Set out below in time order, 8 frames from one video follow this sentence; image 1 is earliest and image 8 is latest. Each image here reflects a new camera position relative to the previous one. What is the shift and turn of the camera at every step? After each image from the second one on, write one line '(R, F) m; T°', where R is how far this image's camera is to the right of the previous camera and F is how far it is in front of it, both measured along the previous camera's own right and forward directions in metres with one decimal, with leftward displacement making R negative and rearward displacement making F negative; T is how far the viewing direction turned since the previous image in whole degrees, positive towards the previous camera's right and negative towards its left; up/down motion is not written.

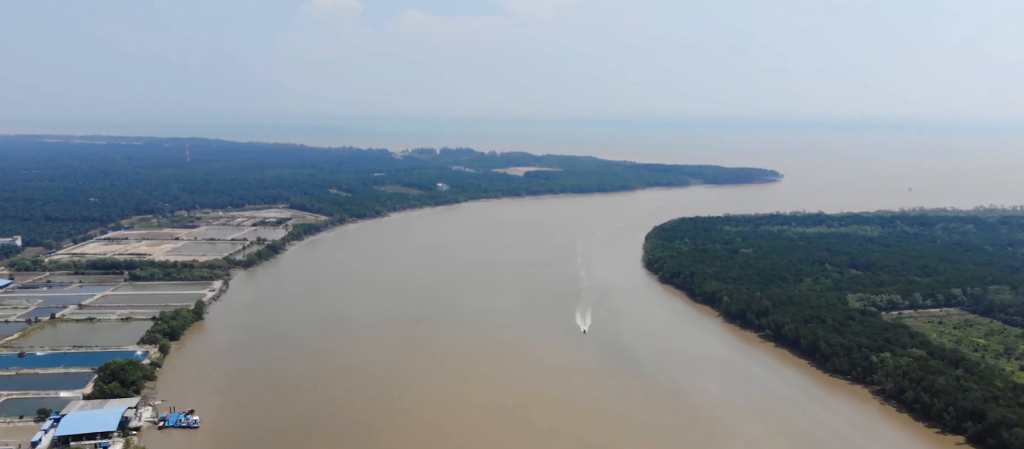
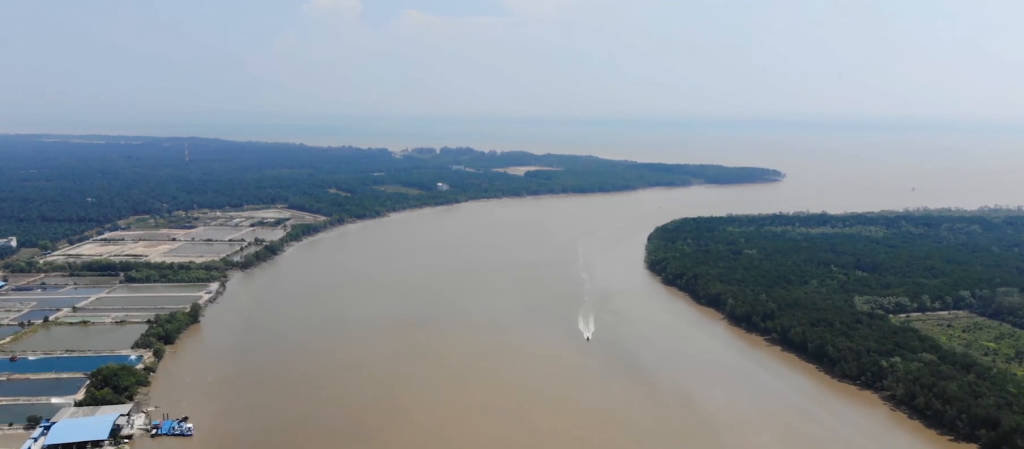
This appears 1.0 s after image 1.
(-0.1, +11.7) m; -1°
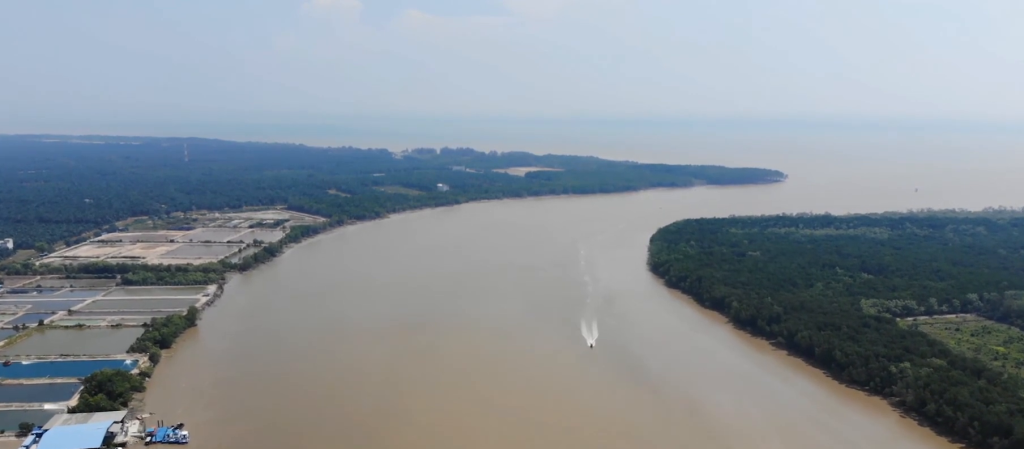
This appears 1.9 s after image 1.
(-0.1, +9.4) m; 0°
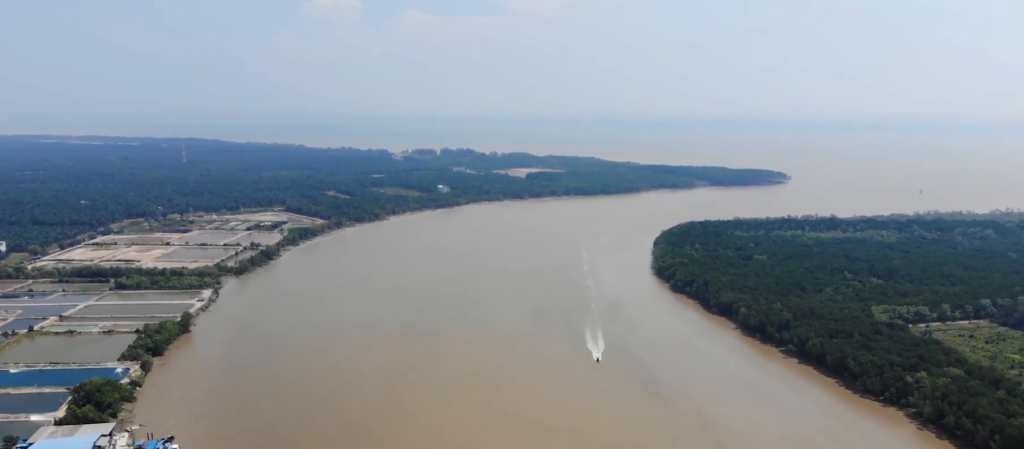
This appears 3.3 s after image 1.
(0.0, +16.1) m; 0°
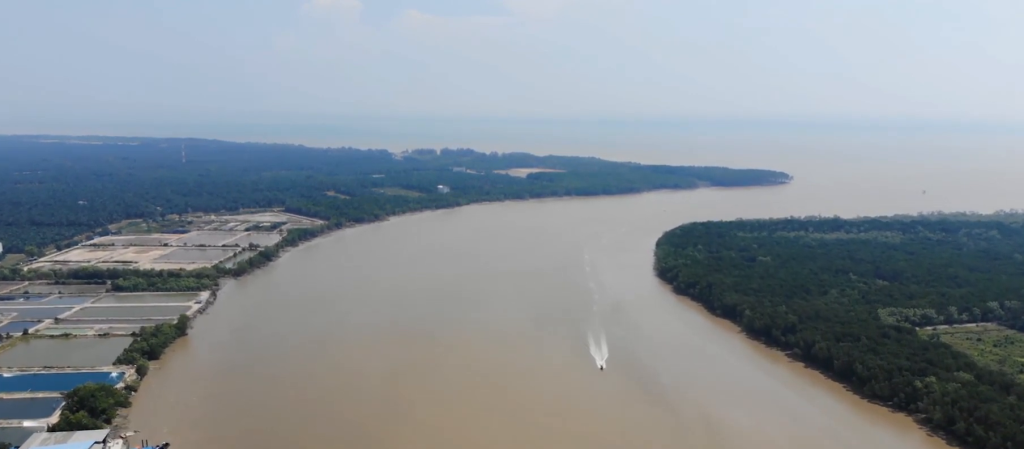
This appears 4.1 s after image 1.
(0.0, +8.5) m; 0°
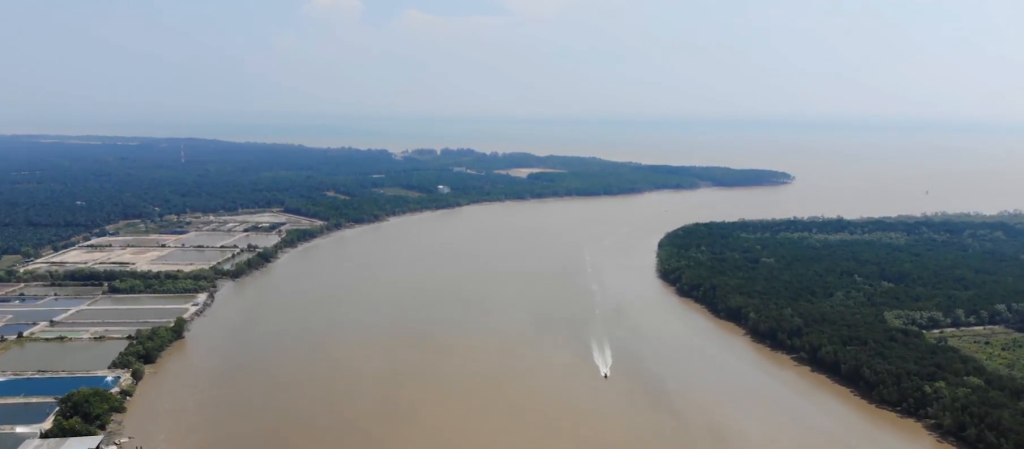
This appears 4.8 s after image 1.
(0.0, +8.4) m; 0°
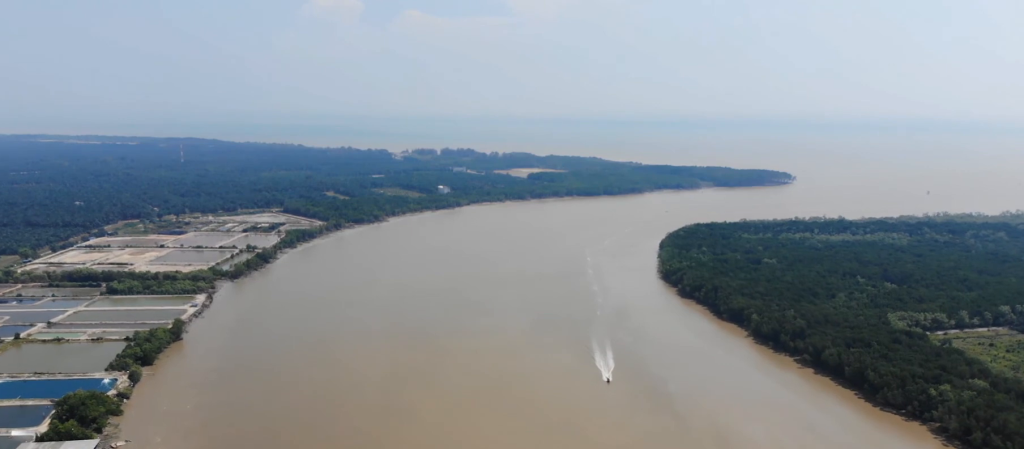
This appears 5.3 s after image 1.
(0.0, +4.7) m; 0°
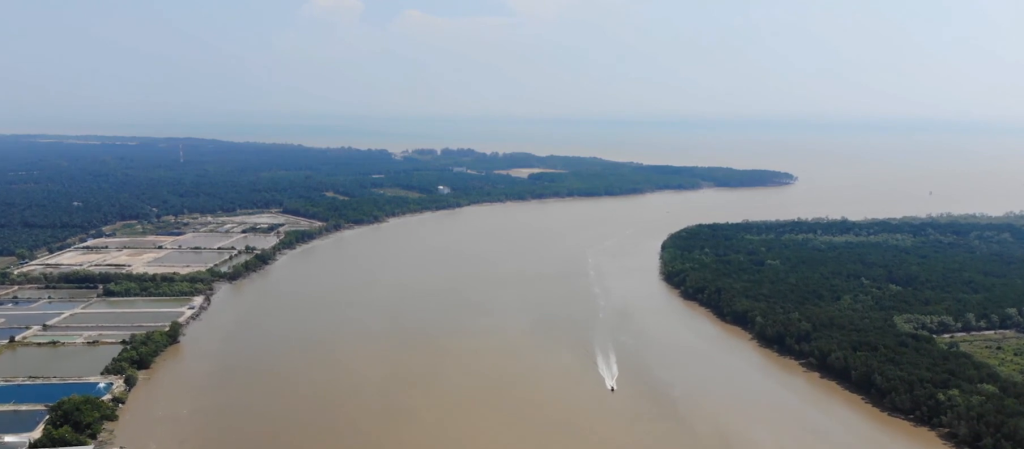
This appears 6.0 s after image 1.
(0.0, +7.5) m; 0°
